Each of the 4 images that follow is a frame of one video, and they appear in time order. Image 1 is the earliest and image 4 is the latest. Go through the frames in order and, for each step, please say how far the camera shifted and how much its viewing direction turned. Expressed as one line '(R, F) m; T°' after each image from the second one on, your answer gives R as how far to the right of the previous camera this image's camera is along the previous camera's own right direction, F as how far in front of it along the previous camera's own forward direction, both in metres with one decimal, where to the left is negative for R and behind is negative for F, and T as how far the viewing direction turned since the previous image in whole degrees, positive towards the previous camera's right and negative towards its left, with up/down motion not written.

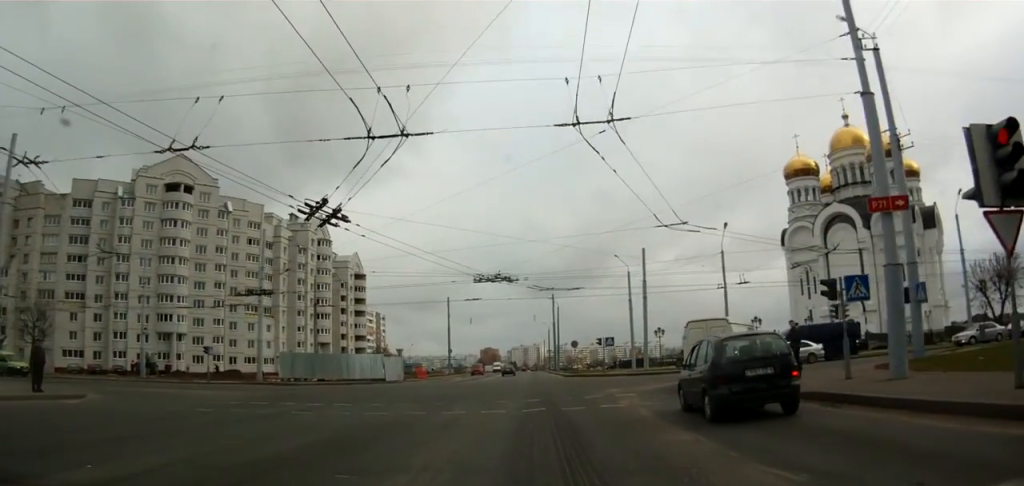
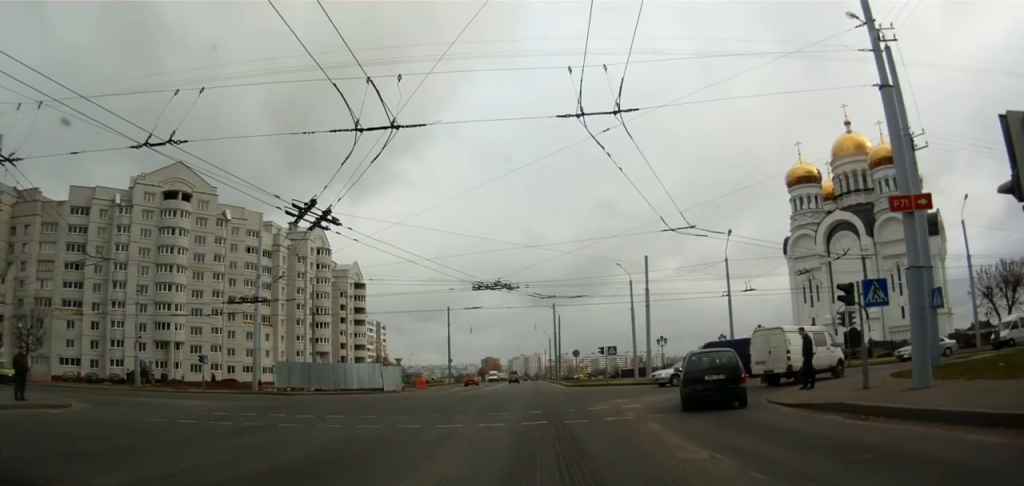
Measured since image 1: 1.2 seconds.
(+0.2, +4.4) m; 0°
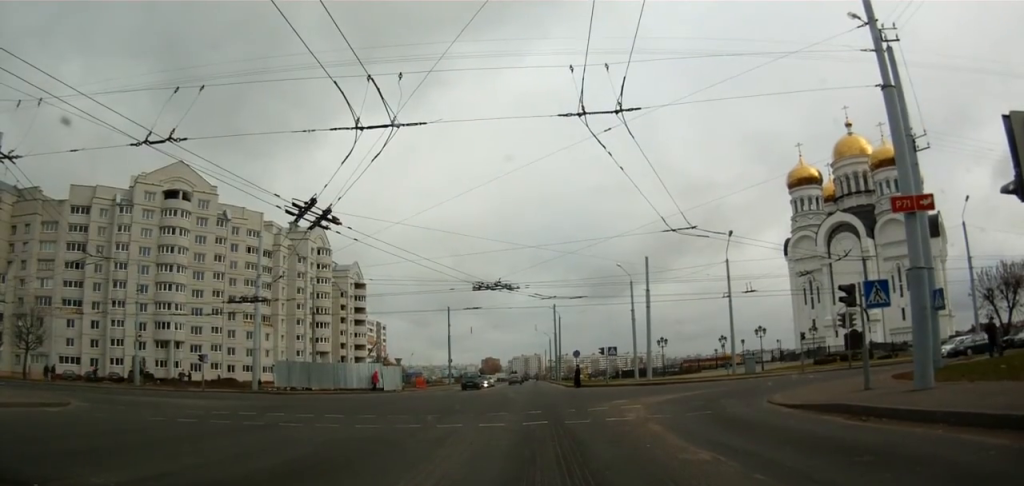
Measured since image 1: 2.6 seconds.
(-0.3, +2.1) m; -1°
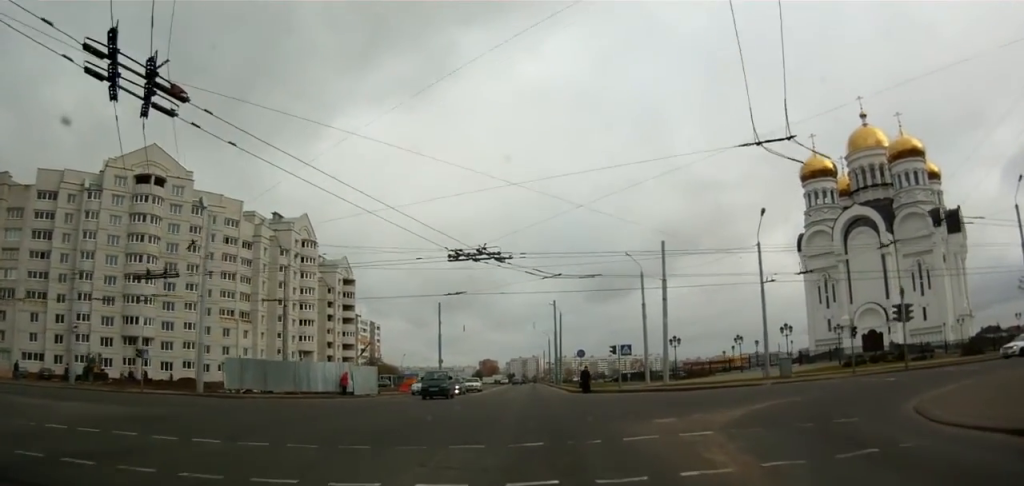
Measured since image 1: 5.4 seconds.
(+0.1, +3.7) m; -4°
